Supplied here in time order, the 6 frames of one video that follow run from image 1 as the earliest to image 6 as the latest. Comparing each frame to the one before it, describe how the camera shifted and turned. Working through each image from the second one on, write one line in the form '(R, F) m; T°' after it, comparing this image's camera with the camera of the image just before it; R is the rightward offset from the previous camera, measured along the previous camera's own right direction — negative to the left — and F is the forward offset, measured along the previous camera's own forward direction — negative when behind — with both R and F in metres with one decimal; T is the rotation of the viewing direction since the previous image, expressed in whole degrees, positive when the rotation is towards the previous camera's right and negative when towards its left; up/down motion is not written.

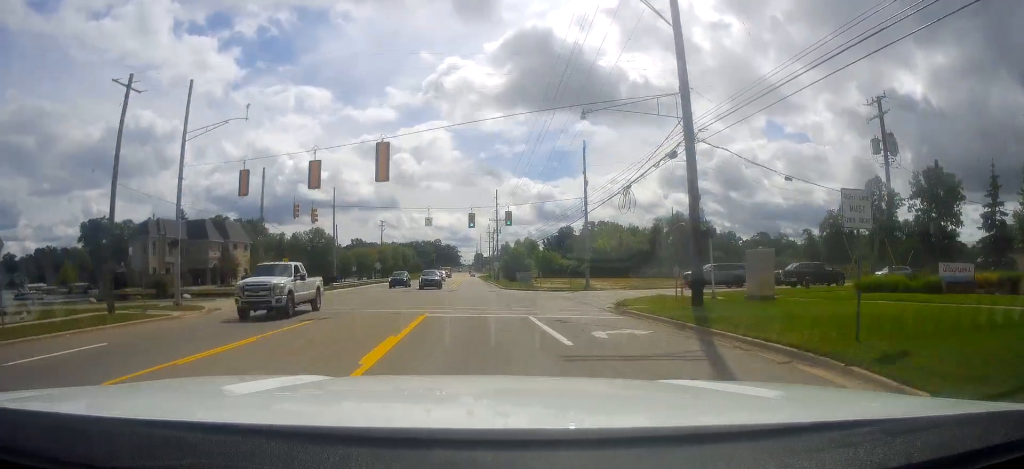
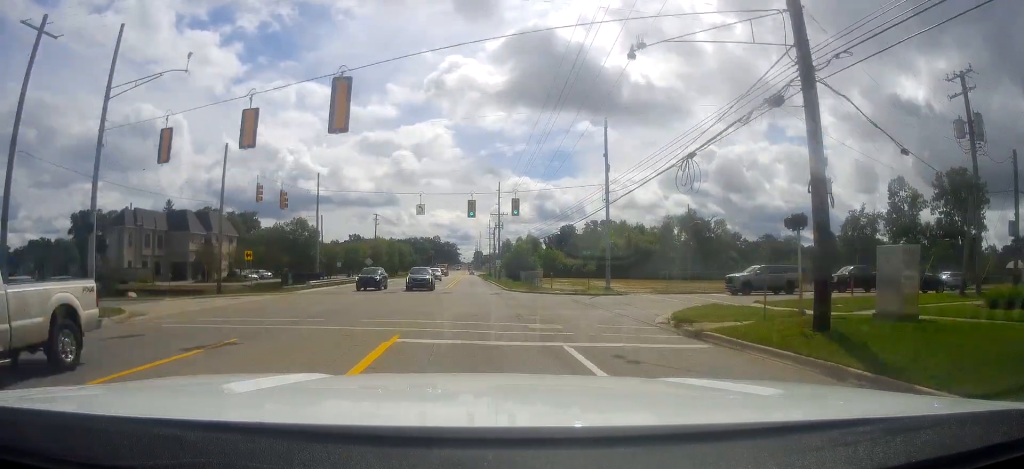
(0.0, +8.1) m; 0°
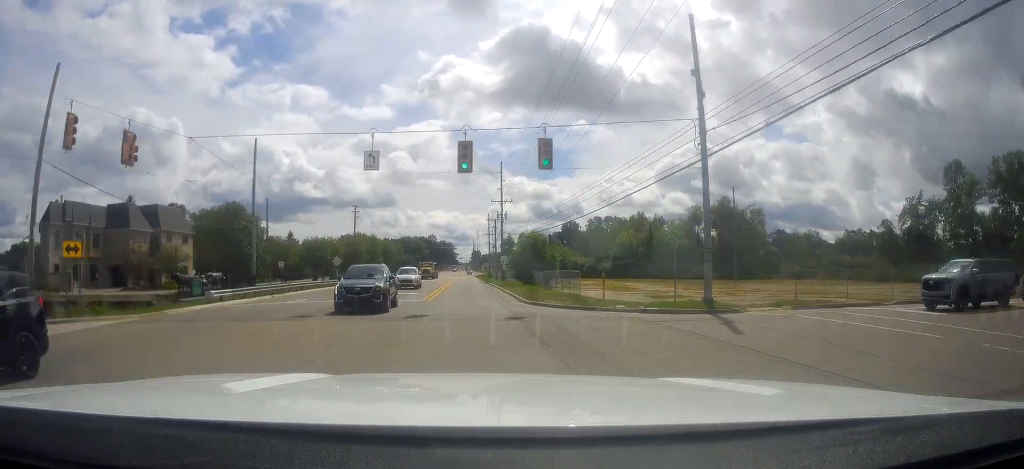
(-0.2, +19.2) m; -1°
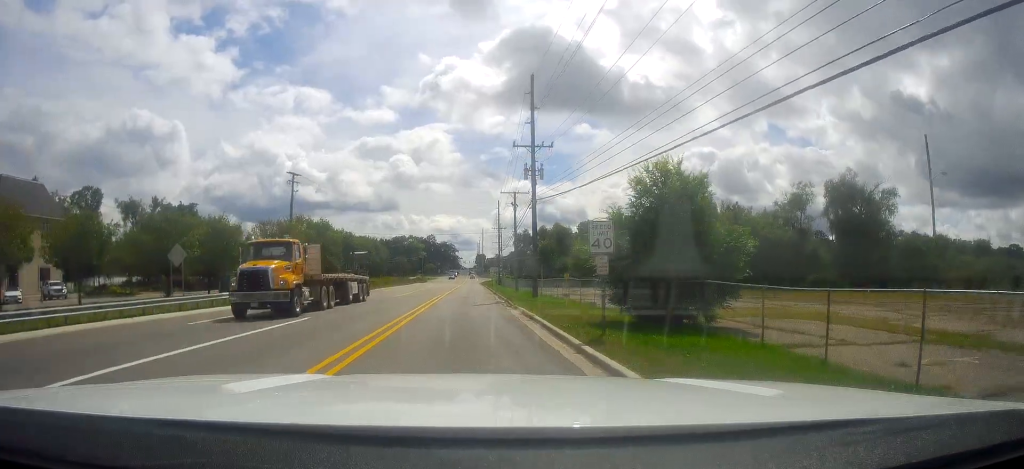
(+0.4, +39.3) m; 0°
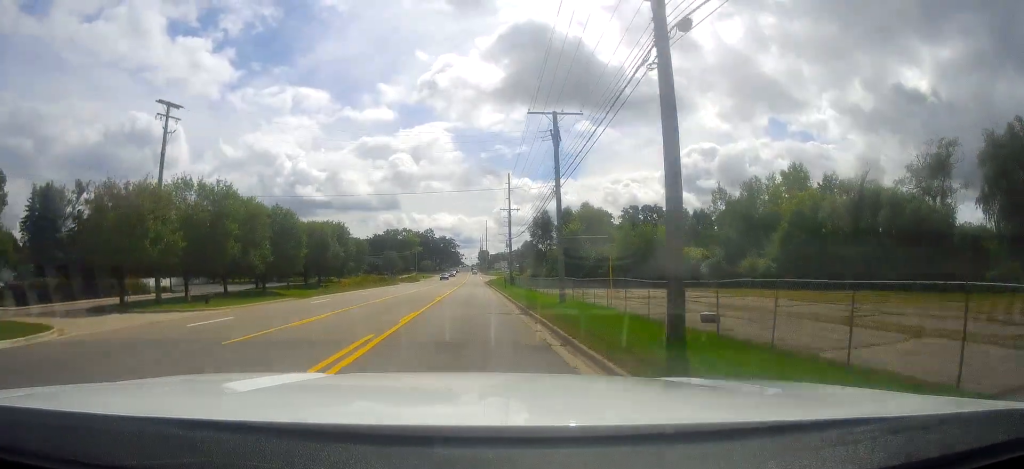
(-0.9, +29.9) m; -1°
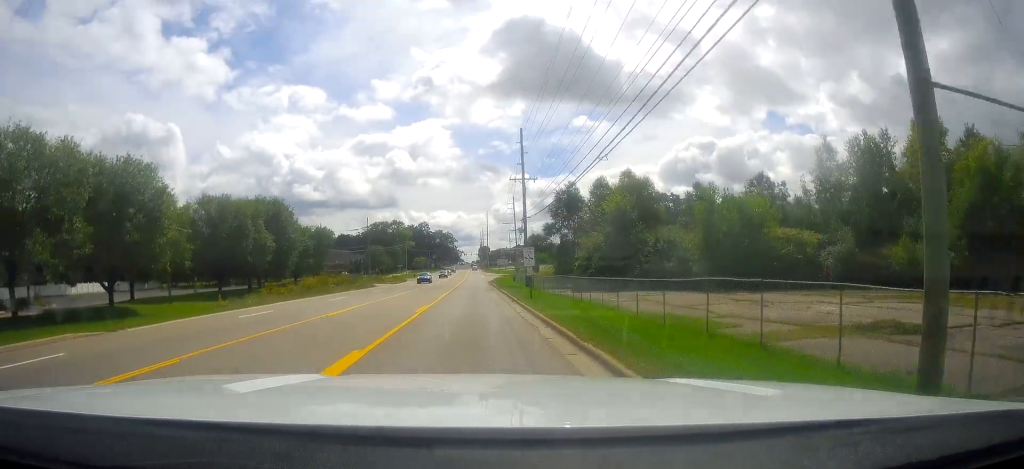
(+0.6, +26.2) m; +1°
